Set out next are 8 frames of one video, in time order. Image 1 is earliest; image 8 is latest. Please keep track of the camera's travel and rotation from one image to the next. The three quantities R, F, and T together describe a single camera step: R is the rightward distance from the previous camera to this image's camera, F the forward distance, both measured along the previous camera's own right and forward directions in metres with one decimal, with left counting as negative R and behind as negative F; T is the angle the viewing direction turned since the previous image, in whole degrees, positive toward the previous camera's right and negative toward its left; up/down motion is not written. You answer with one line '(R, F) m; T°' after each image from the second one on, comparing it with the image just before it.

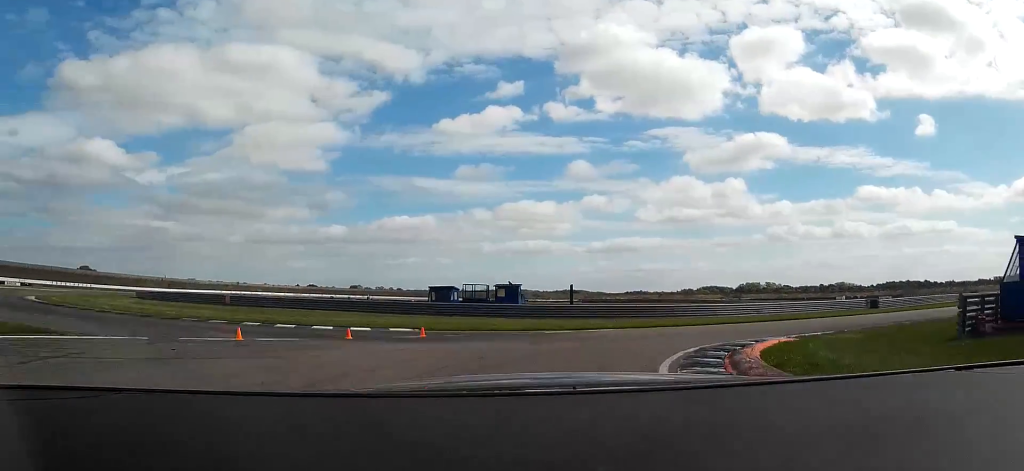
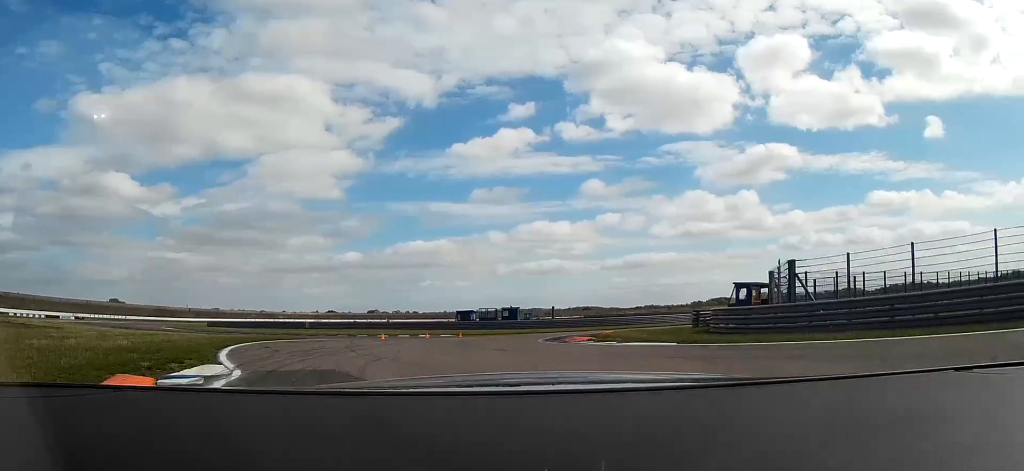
(-0.5, +19.0) m; +2°
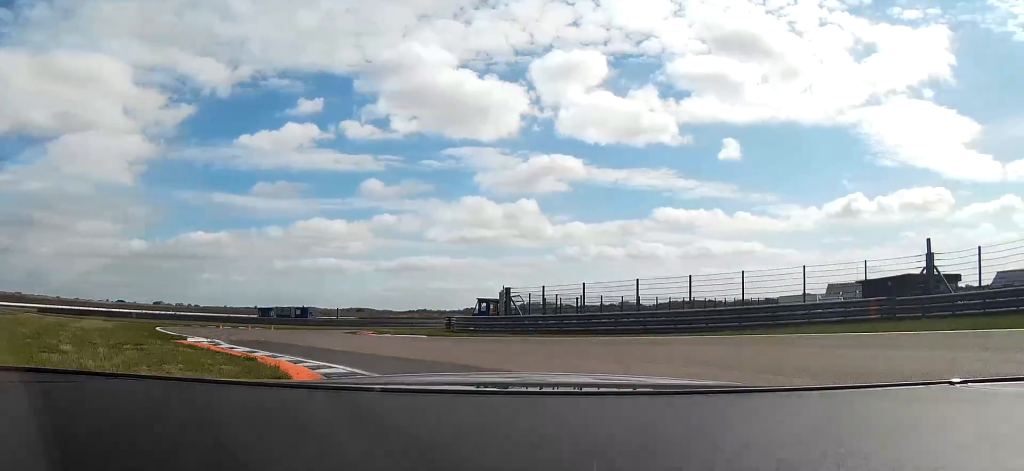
(+0.4, +12.4) m; +6°
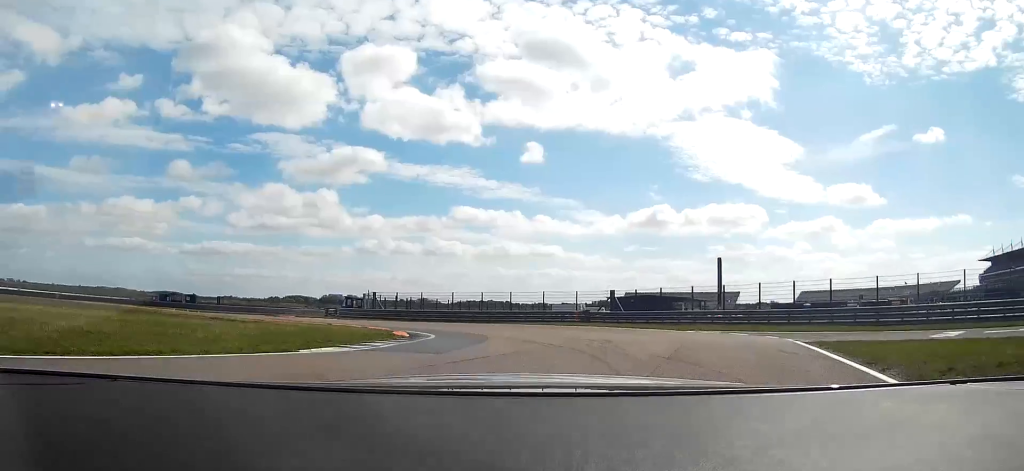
(+2.6, +23.6) m; +9°
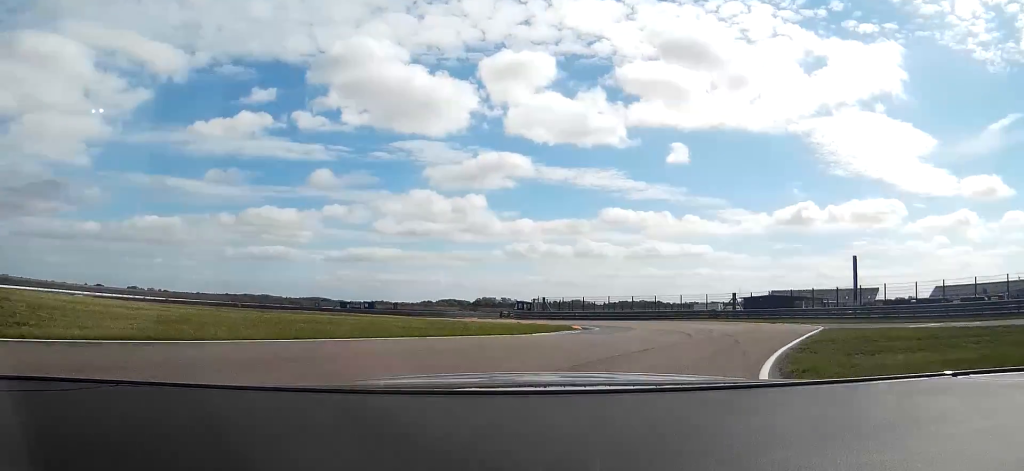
(+0.5, +12.3) m; -3°
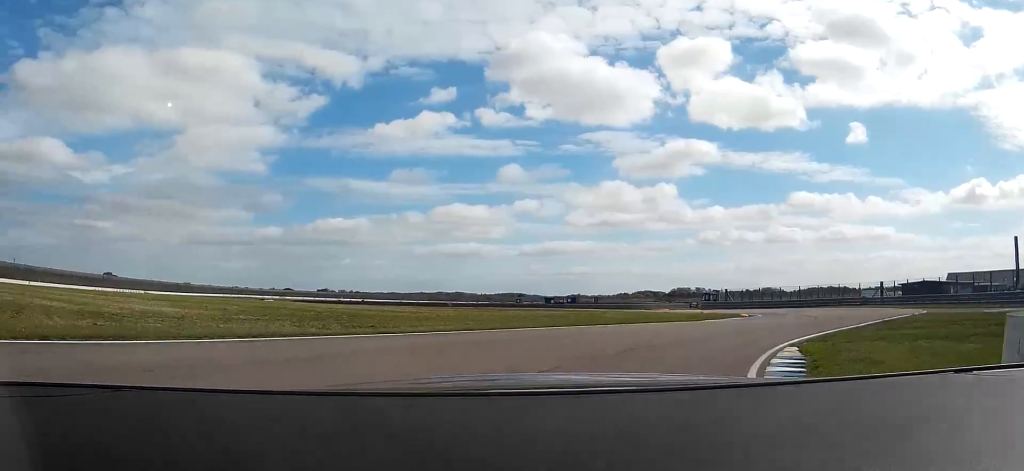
(0.0, +10.5) m; -13°
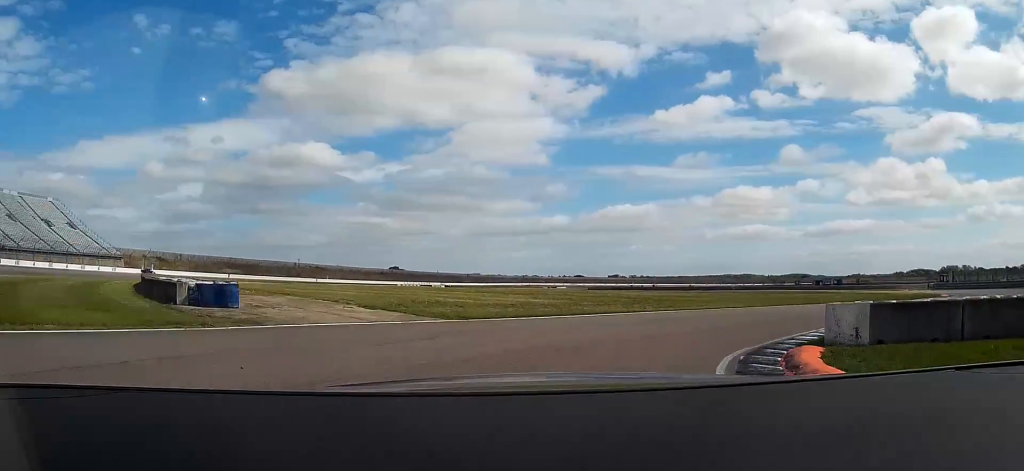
(-3.6, +14.0) m; -26°
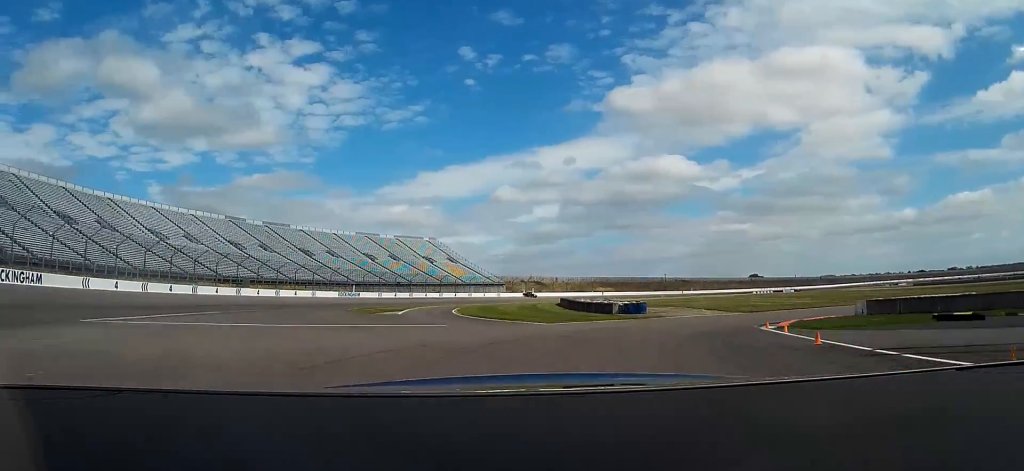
(-10.3, +27.0) m; -35°
